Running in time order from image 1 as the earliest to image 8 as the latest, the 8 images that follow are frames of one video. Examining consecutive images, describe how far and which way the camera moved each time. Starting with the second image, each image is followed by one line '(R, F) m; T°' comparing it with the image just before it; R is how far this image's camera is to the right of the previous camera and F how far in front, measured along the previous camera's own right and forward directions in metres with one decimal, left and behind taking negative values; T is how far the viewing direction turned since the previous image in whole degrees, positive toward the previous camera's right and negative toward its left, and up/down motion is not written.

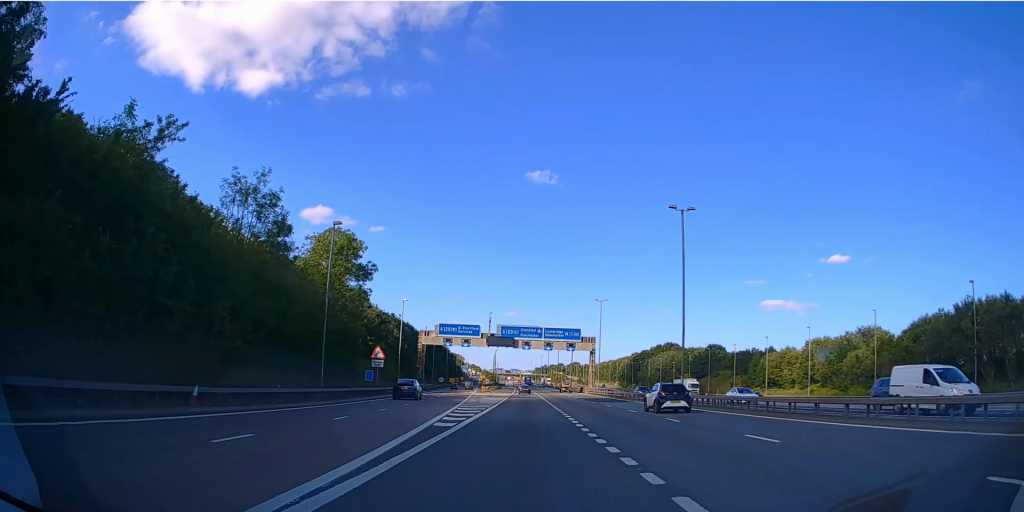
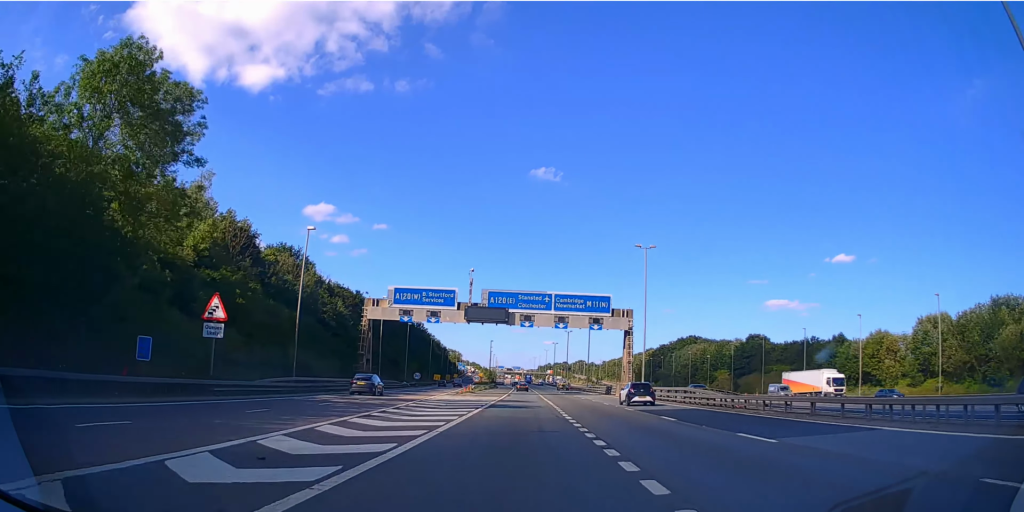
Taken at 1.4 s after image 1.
(0.0, +35.5) m; 0°
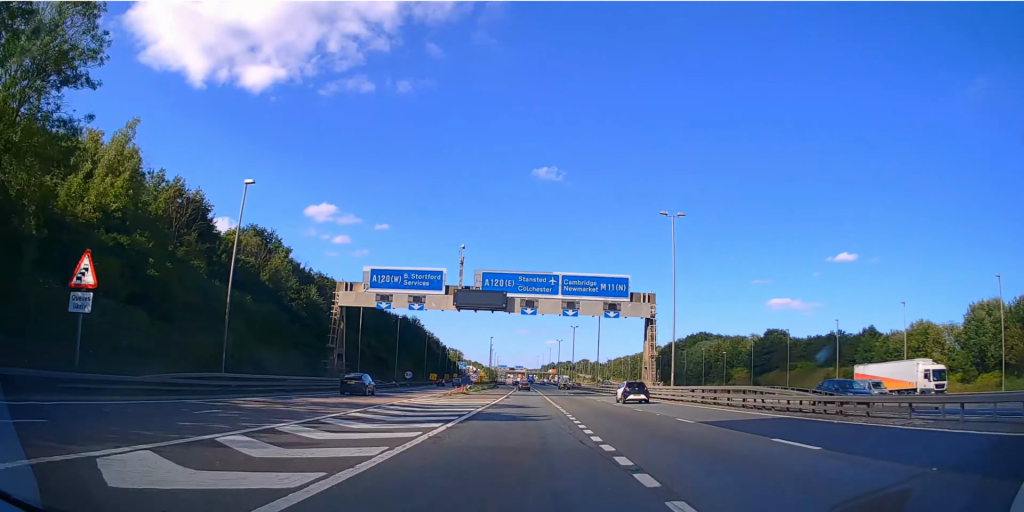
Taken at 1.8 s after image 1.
(+0.1, +11.0) m; 0°
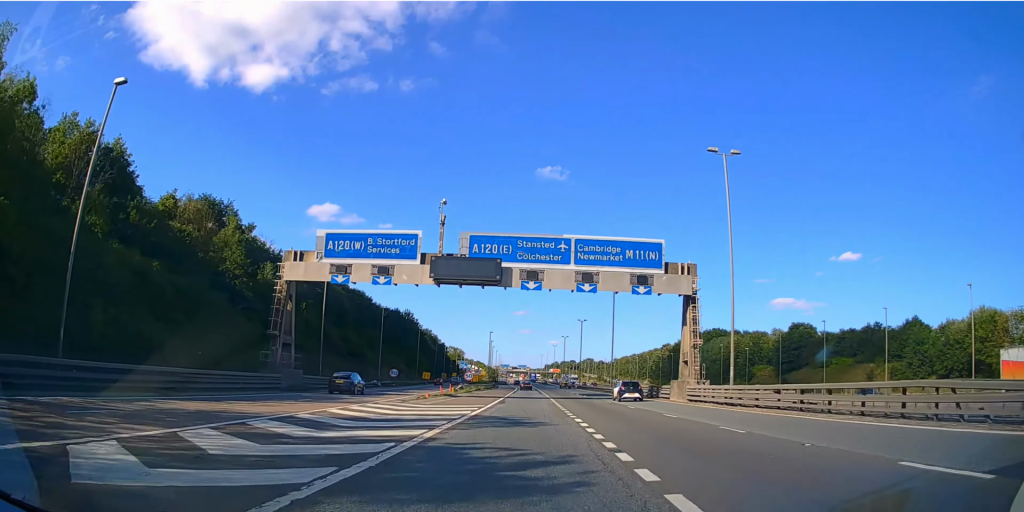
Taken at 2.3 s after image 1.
(0.0, +13.5) m; 0°
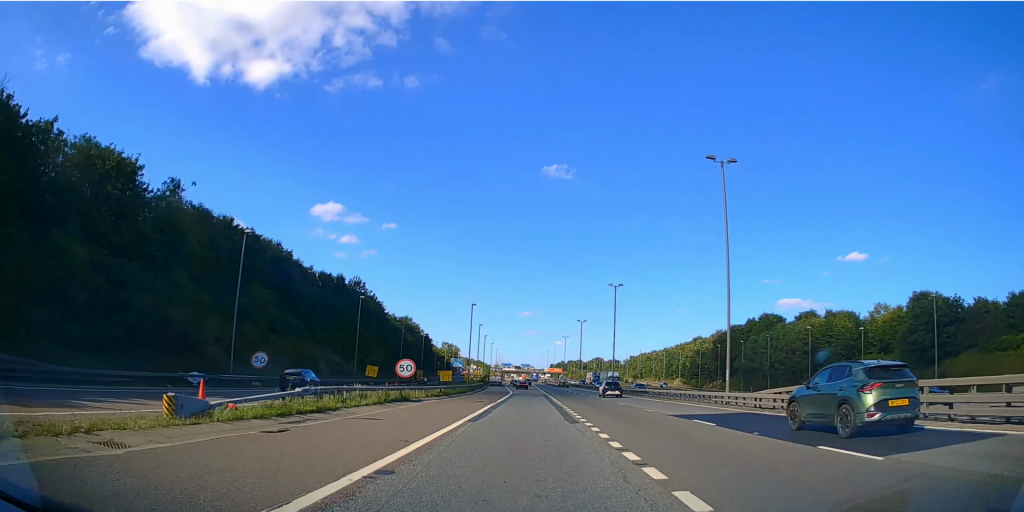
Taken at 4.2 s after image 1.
(-0.4, +44.1) m; -1°
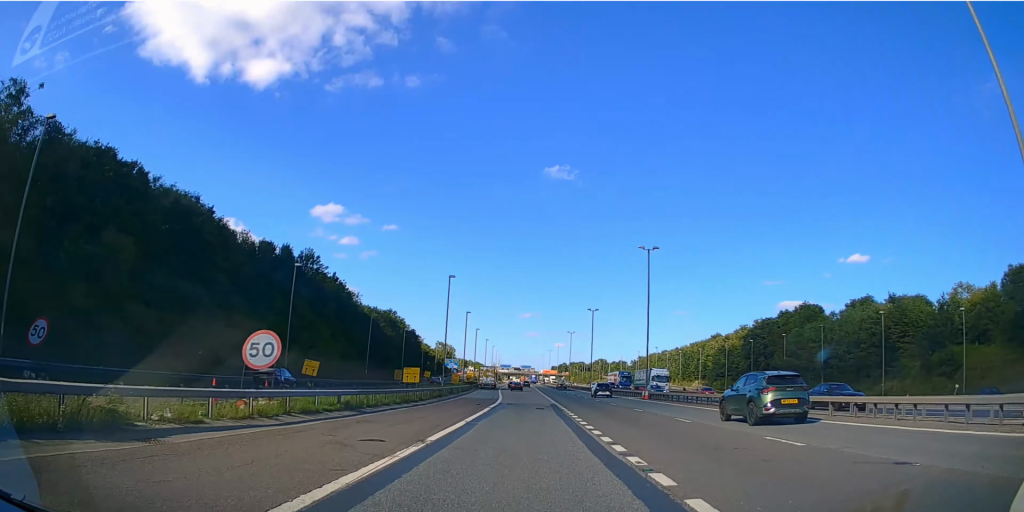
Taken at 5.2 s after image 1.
(-0.1, +20.0) m; 0°
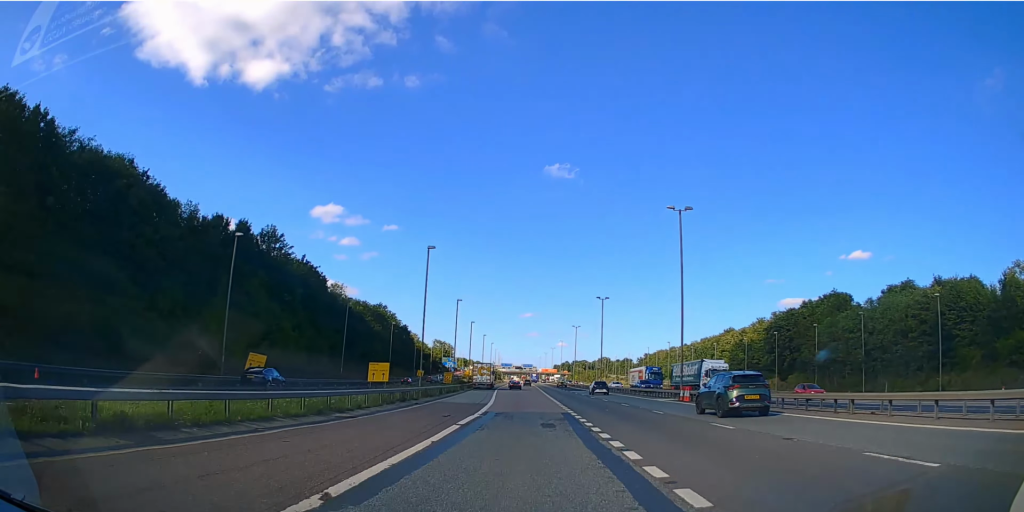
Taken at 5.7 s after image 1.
(0.0, +10.9) m; 0°
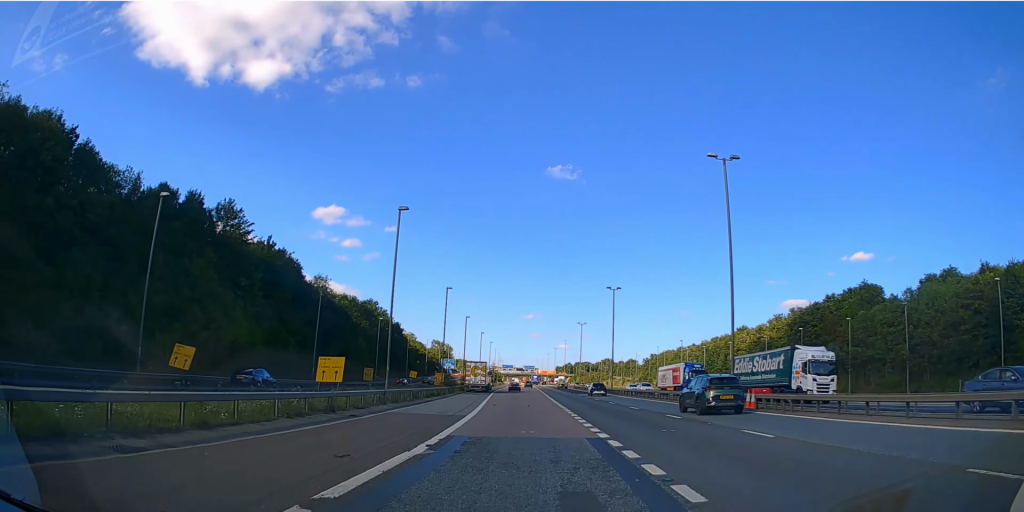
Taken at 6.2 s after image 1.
(0.0, +9.6) m; 0°
